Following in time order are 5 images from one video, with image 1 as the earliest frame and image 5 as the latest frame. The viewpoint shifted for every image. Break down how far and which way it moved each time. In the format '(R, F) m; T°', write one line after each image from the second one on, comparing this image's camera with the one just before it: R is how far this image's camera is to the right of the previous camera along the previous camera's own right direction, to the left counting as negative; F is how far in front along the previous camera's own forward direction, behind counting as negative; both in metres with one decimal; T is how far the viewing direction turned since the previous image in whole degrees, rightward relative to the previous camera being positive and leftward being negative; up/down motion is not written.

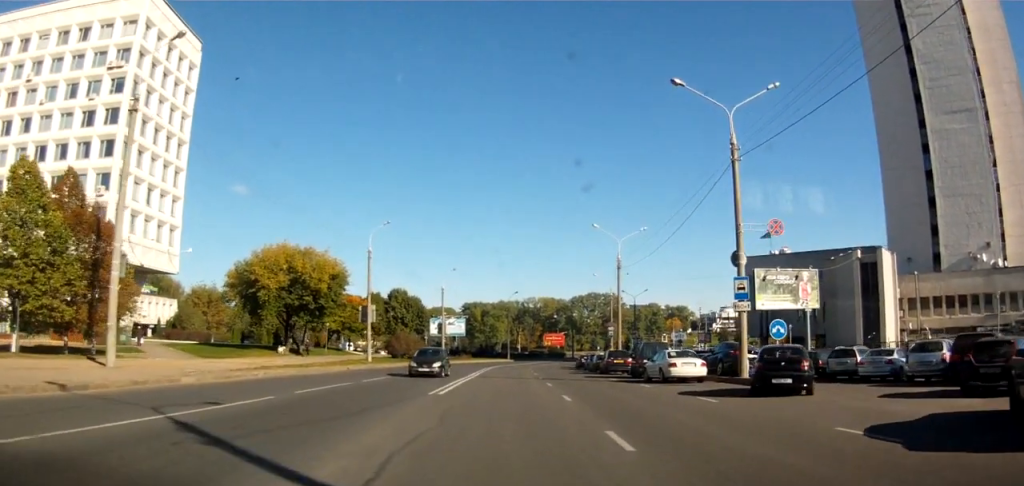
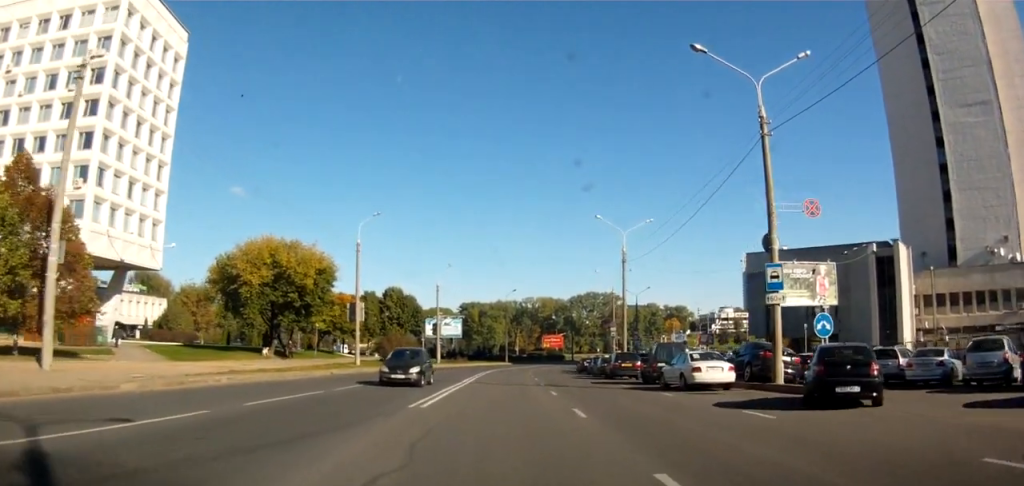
(-0.2, +3.2) m; 0°
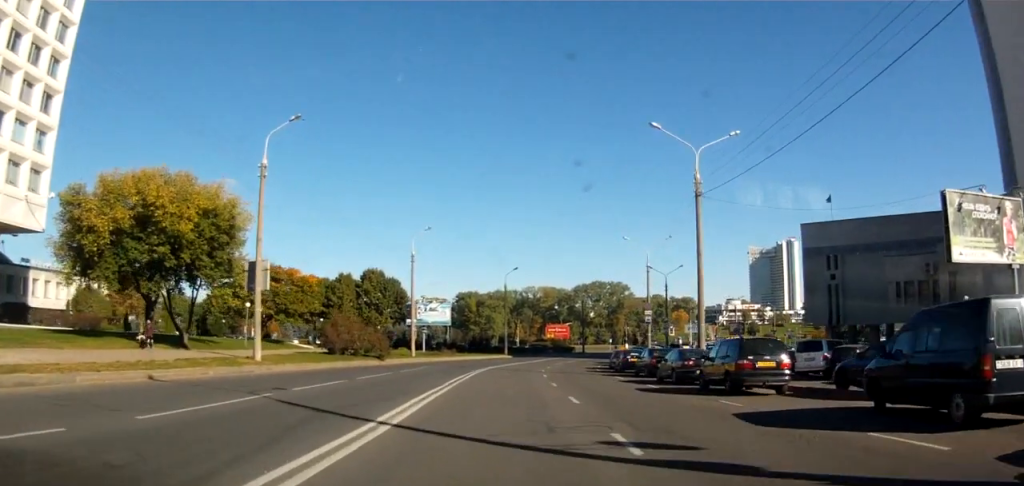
(+0.5, +17.1) m; +3°
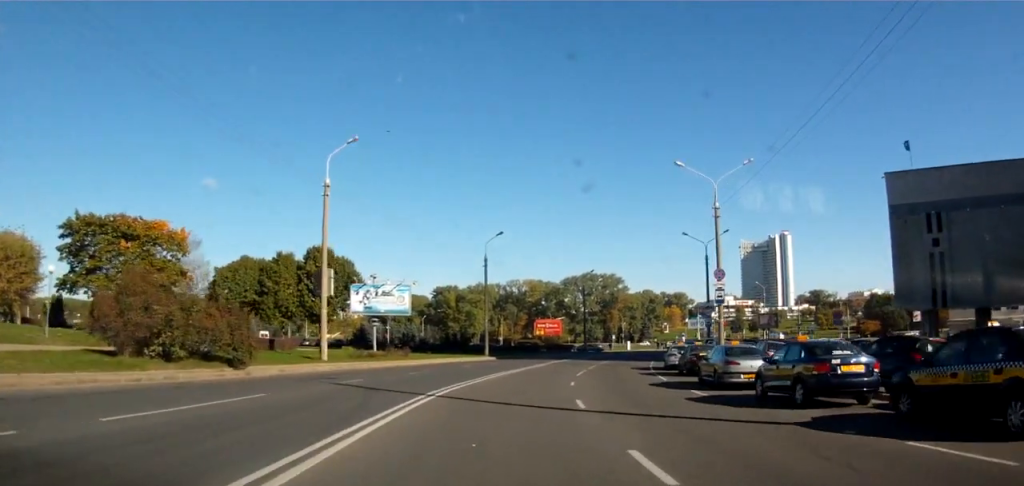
(-0.2, +22.3) m; 0°
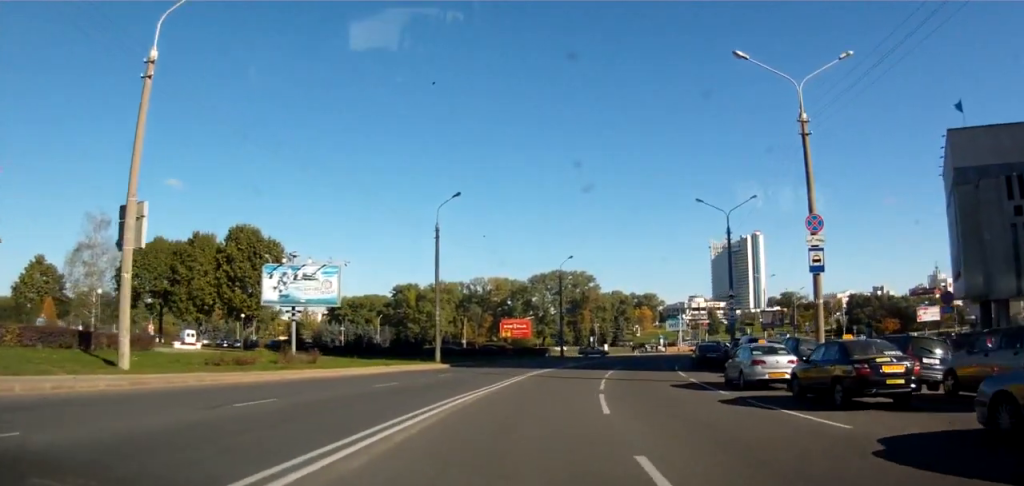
(+0.3, +15.2) m; +2°
